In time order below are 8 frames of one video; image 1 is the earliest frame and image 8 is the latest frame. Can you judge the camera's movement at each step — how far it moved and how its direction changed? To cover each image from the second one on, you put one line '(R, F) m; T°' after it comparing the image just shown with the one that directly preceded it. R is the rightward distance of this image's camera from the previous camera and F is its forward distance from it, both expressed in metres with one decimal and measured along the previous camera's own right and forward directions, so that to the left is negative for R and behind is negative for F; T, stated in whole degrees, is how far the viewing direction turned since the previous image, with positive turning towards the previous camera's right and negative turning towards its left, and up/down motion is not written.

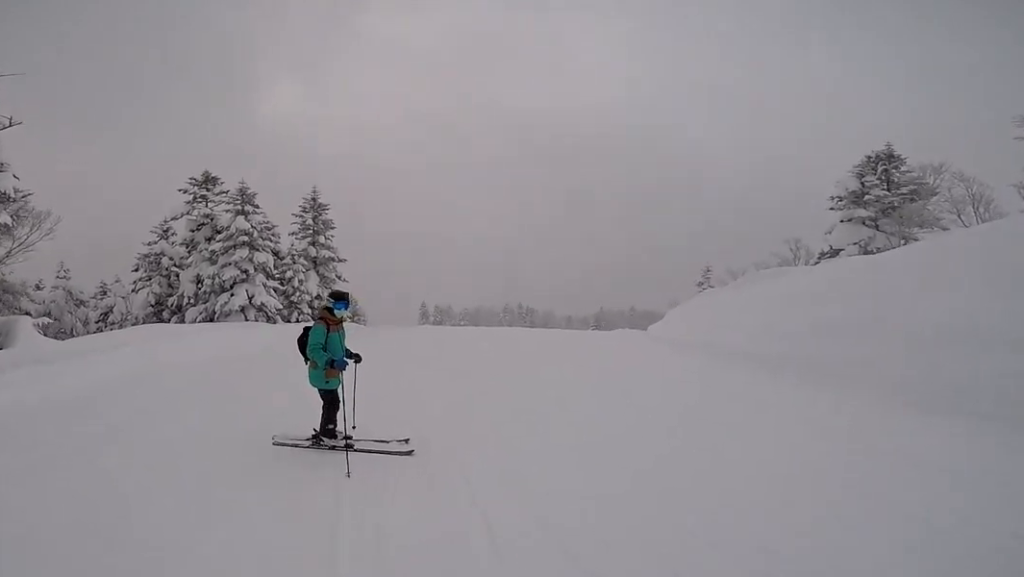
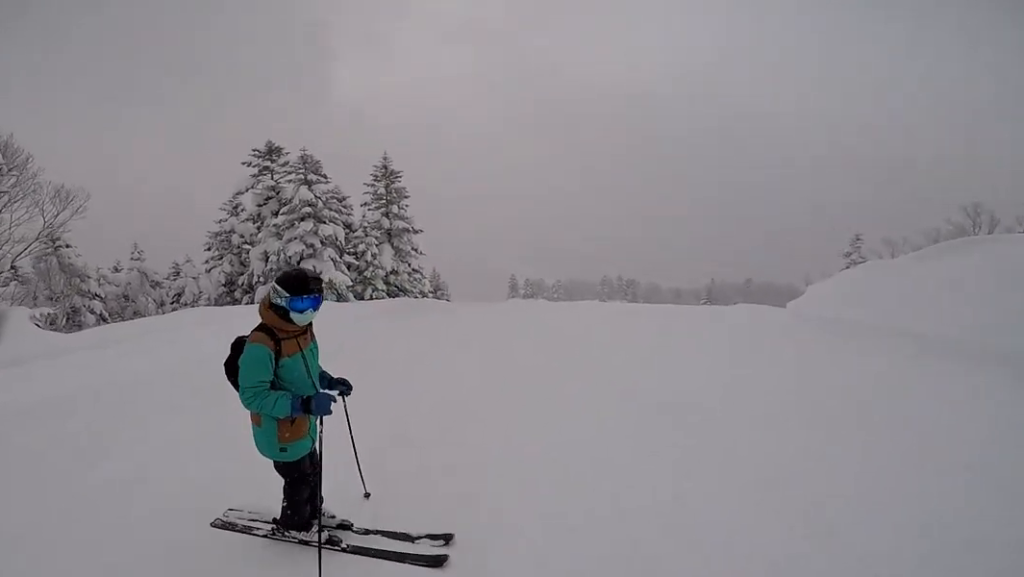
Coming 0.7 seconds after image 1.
(0.0, +3.0) m; -2°
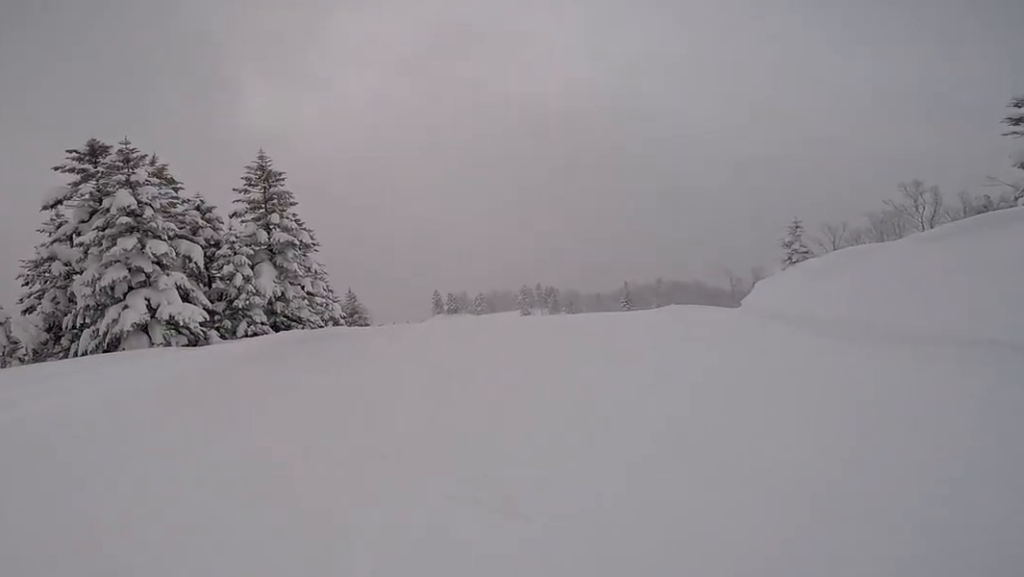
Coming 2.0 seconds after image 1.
(-0.7, +5.6) m; -6°
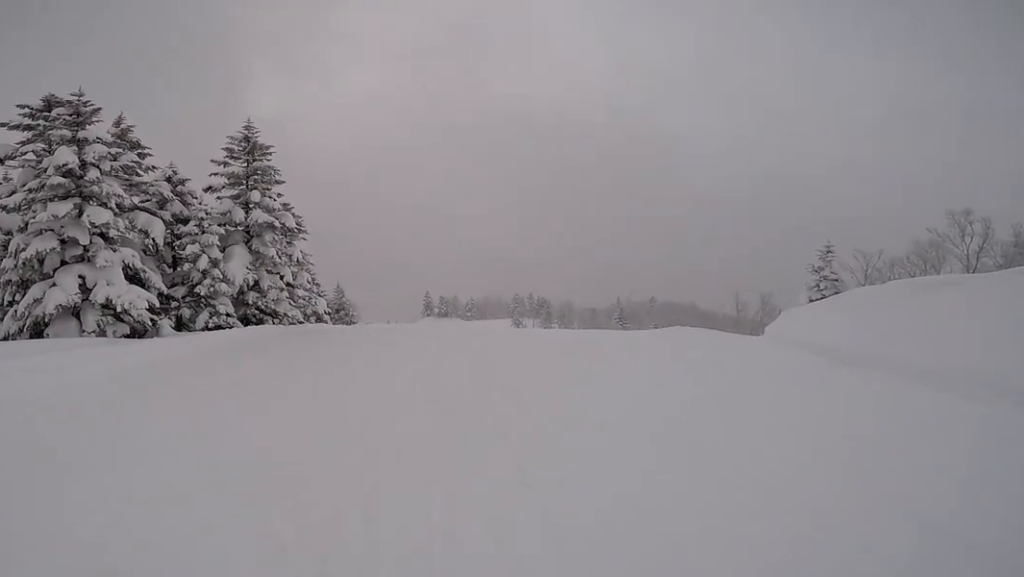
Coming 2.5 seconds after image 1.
(-0.8, +2.4) m; +7°
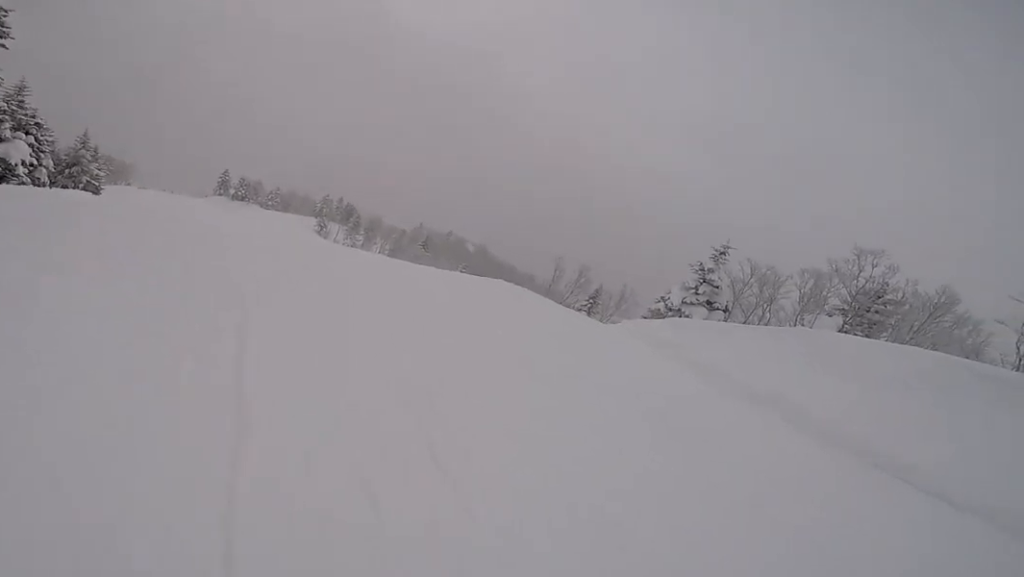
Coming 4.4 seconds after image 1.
(+3.0, +8.4) m; +37°
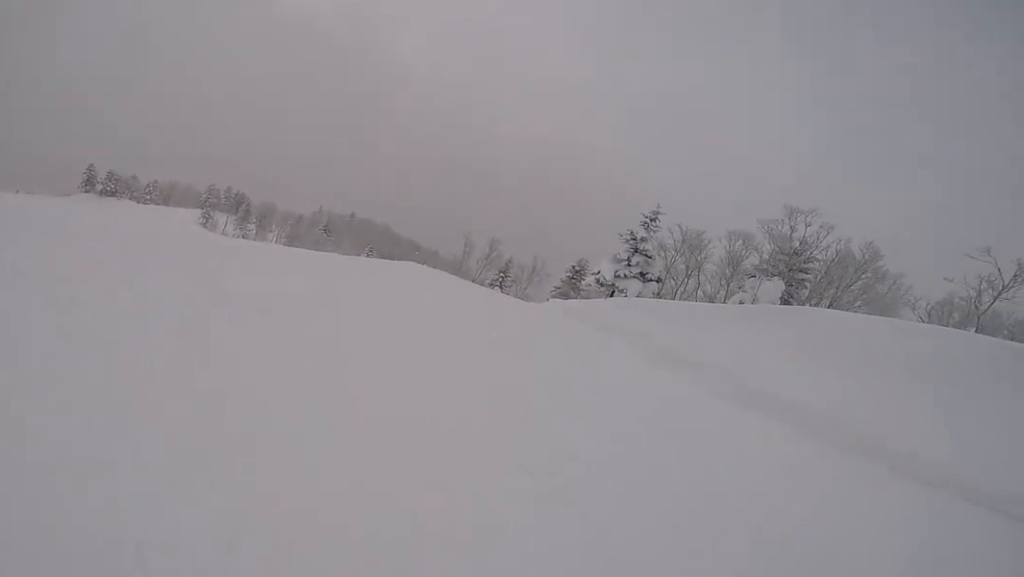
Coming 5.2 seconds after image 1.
(+1.1, +3.4) m; +4°
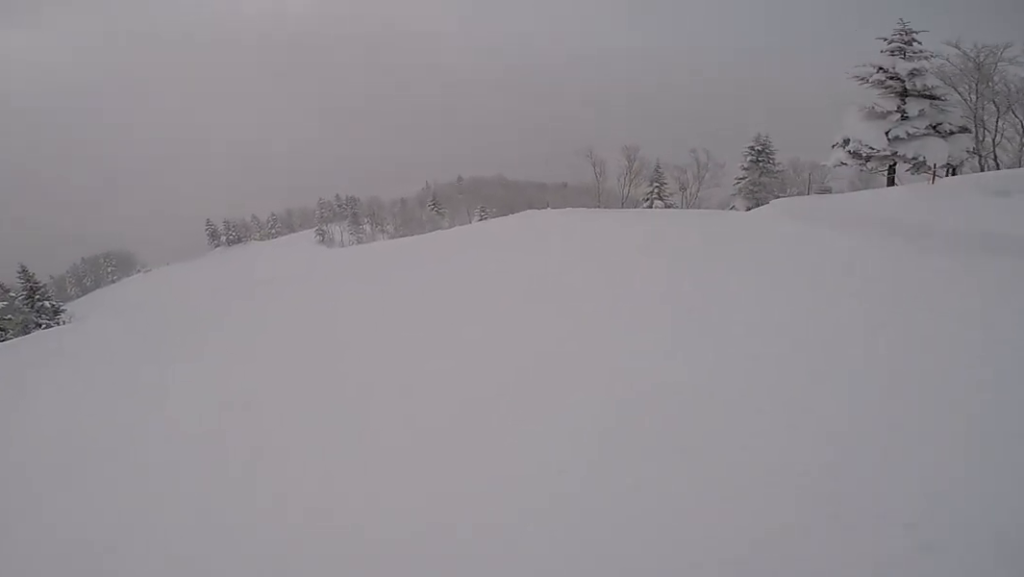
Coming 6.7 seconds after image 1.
(-1.3, +7.0) m; -28°
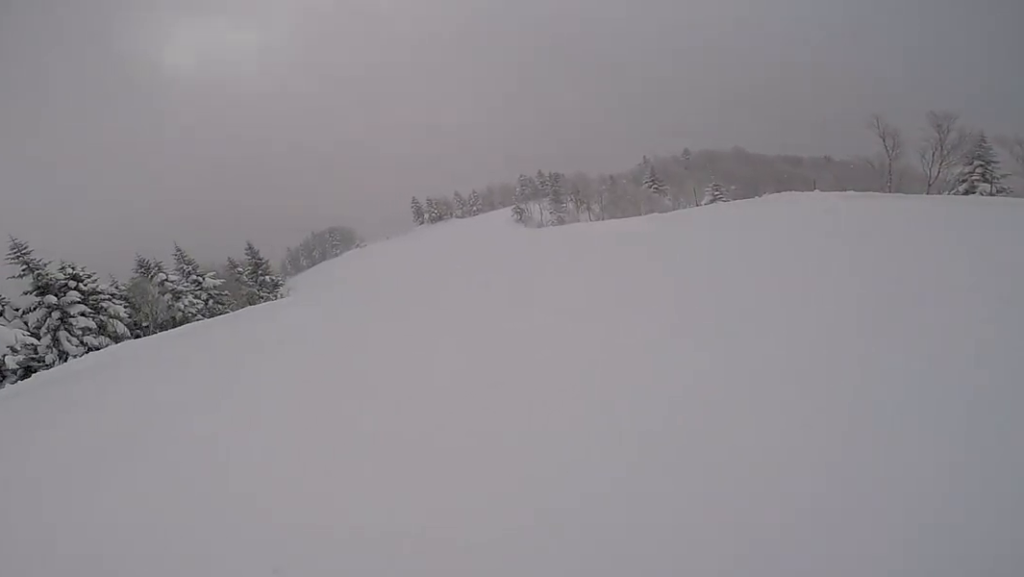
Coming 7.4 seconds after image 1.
(-0.1, +3.1) m; -21°
